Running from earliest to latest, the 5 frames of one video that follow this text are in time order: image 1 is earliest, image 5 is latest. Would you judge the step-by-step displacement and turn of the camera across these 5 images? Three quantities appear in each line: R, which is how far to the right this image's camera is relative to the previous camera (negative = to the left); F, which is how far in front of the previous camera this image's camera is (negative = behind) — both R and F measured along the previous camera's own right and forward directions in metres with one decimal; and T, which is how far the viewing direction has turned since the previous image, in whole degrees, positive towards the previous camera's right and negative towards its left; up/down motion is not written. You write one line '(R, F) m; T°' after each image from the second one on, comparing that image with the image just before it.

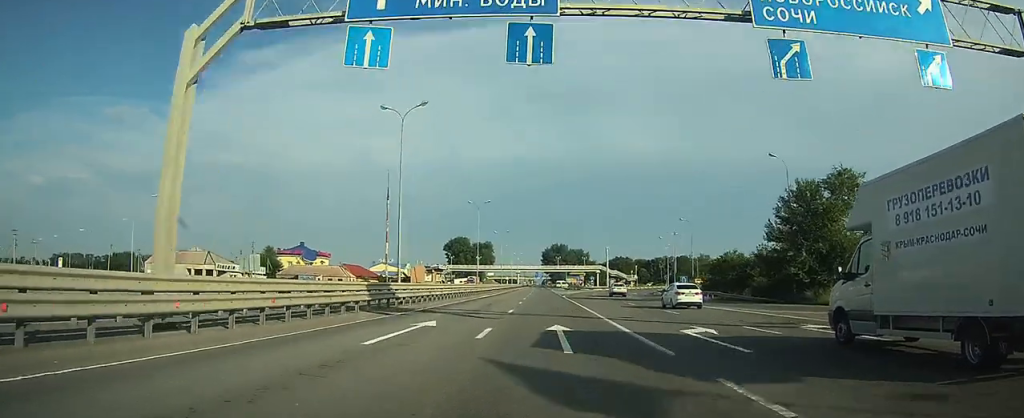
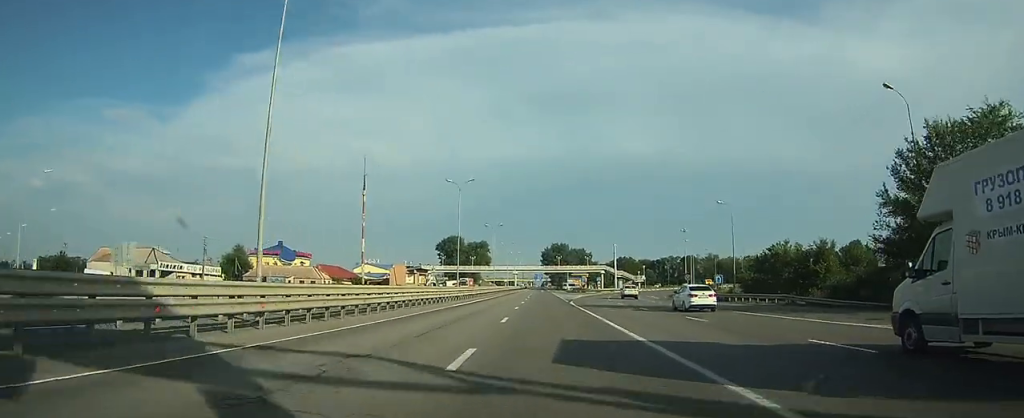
(0.0, +16.9) m; 0°
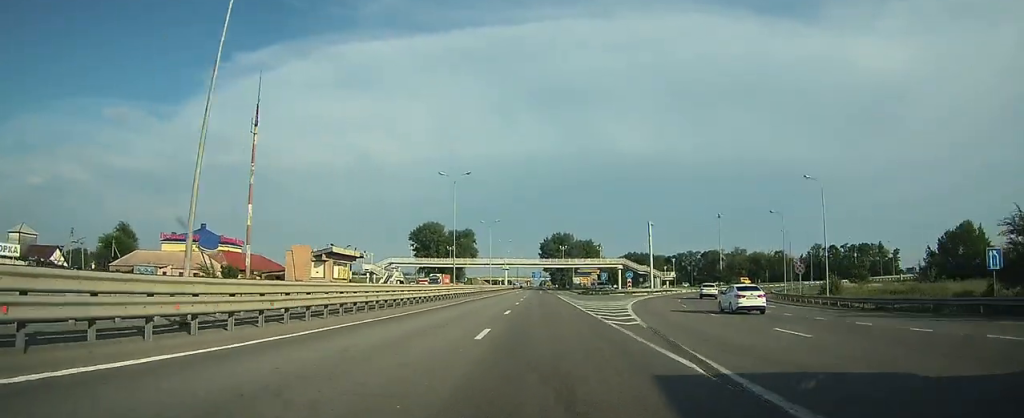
(-0.1, +44.2) m; 0°
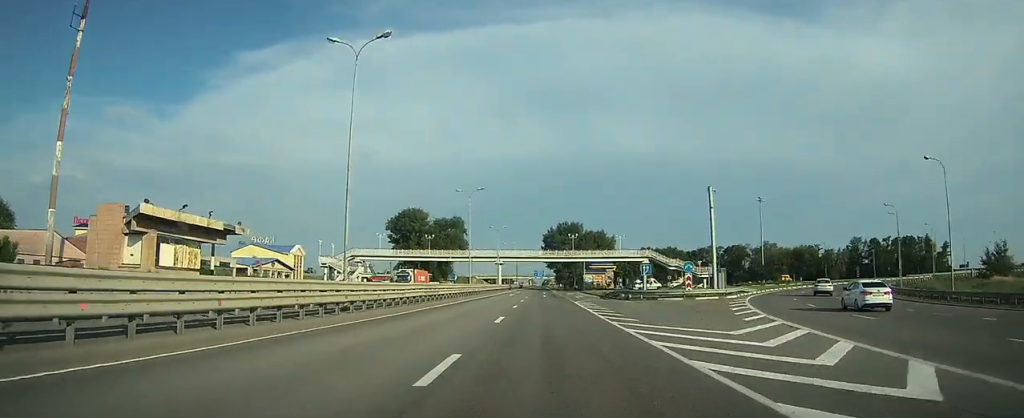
(0.0, +30.7) m; 0°
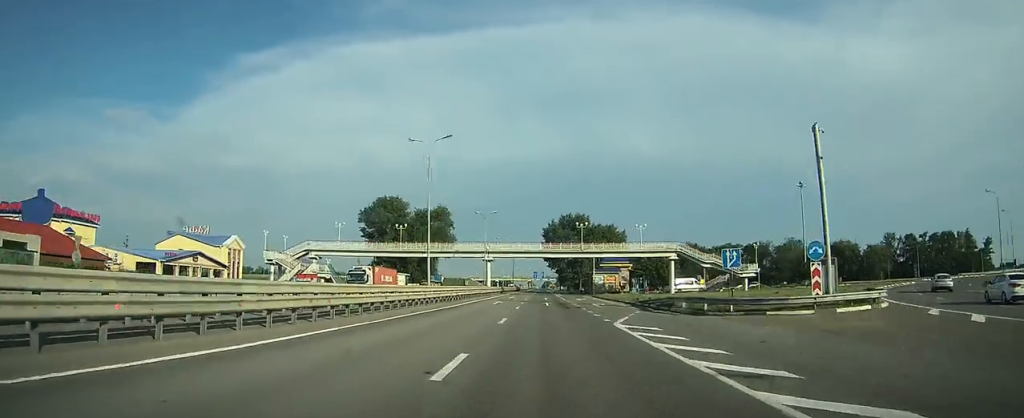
(0.0, +22.7) m; 0°
